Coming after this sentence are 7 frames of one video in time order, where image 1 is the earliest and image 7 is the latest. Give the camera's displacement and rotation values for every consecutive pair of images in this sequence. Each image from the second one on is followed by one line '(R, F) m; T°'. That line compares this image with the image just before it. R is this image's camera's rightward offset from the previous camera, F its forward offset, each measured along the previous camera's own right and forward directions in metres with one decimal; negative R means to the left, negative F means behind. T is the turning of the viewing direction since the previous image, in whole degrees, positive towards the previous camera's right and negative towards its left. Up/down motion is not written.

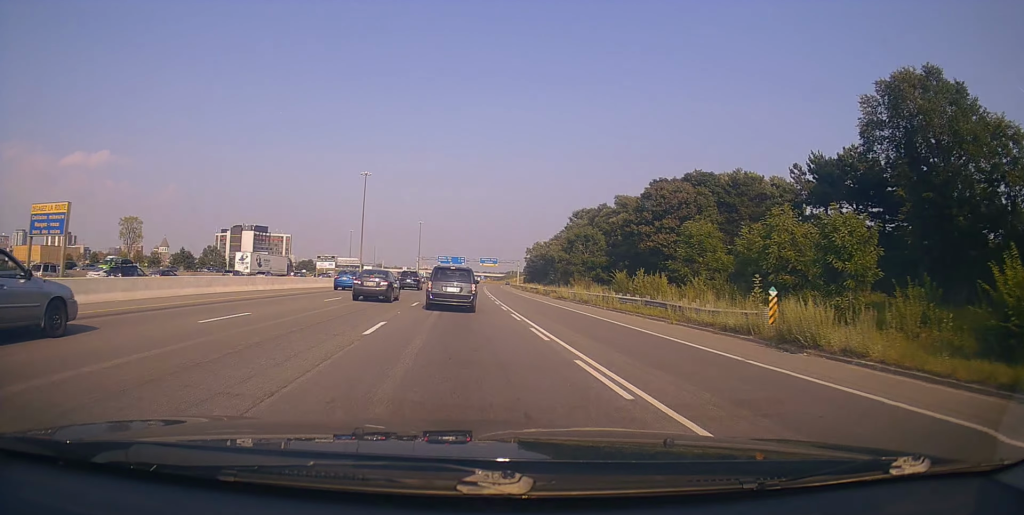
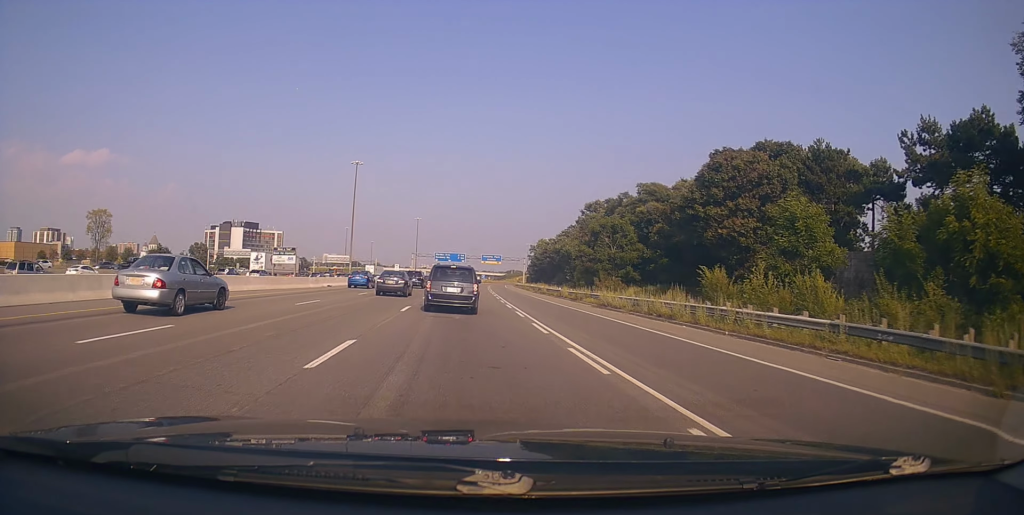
(-0.1, +17.4) m; +1°
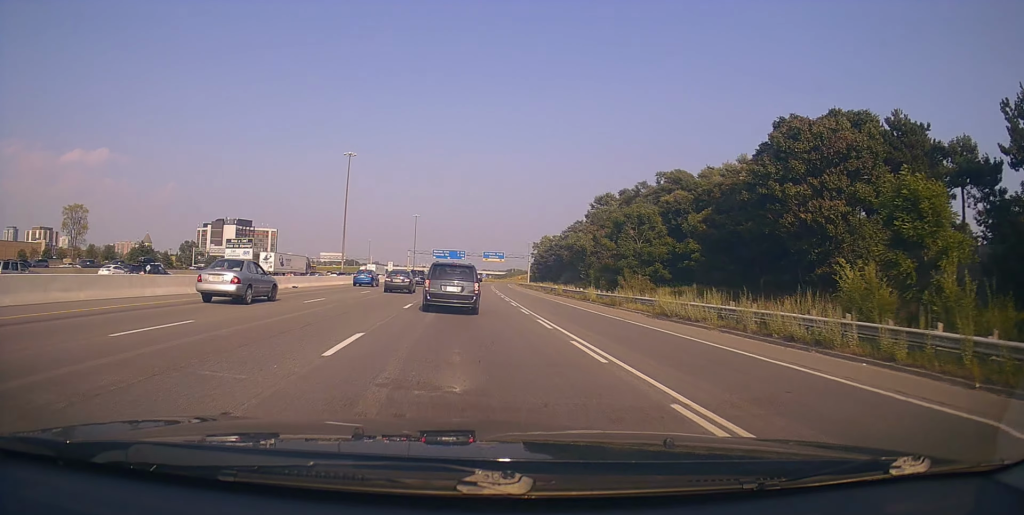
(+0.1, +11.9) m; +1°
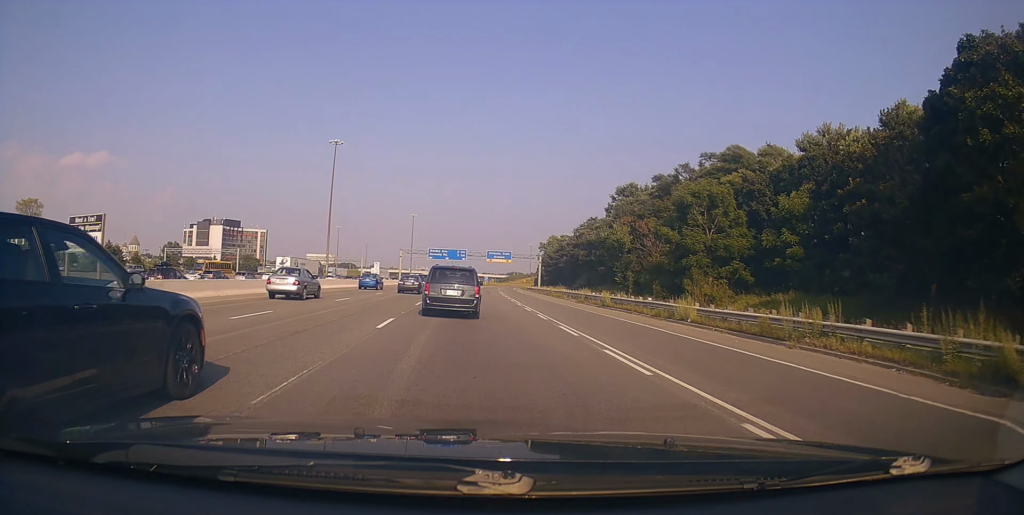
(-0.2, +20.4) m; -3°
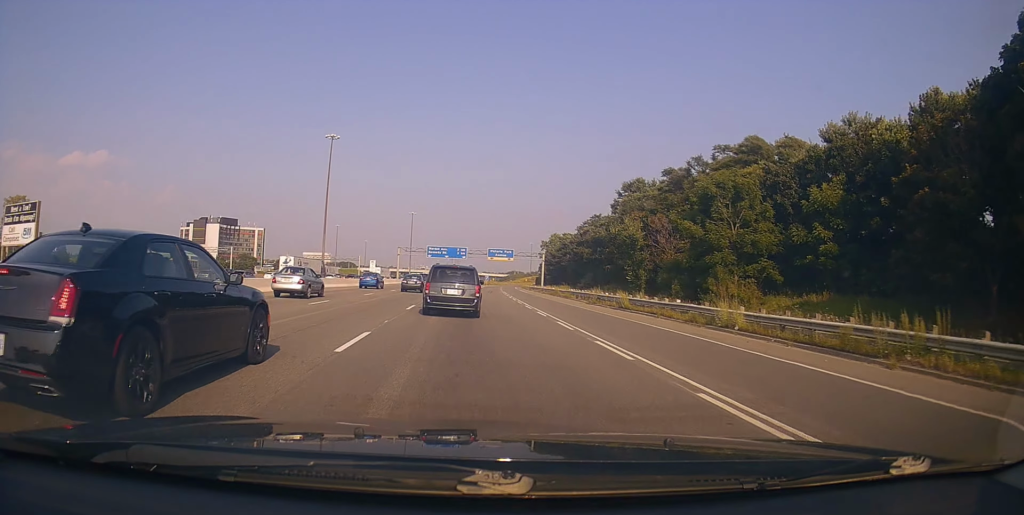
(0.0, +4.6) m; 0°
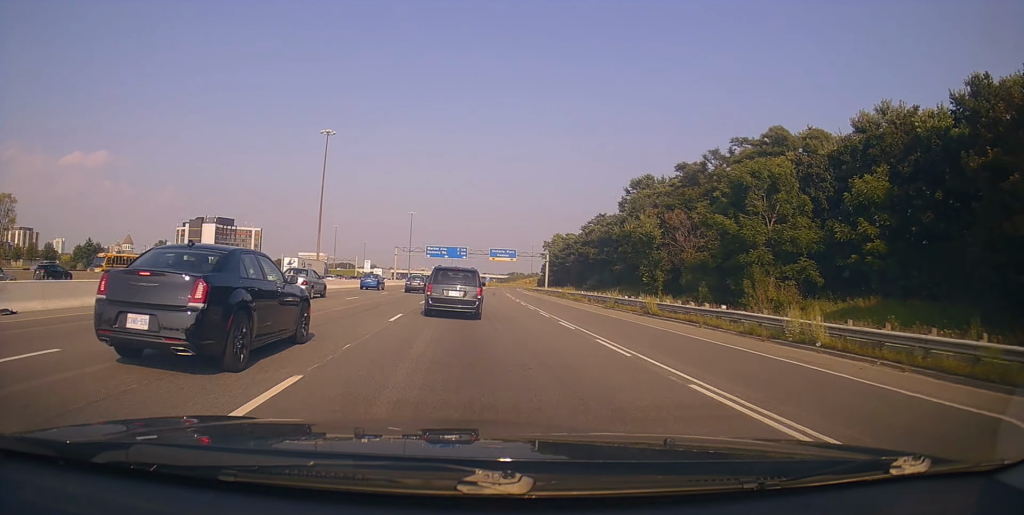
(0.0, +5.3) m; 0°
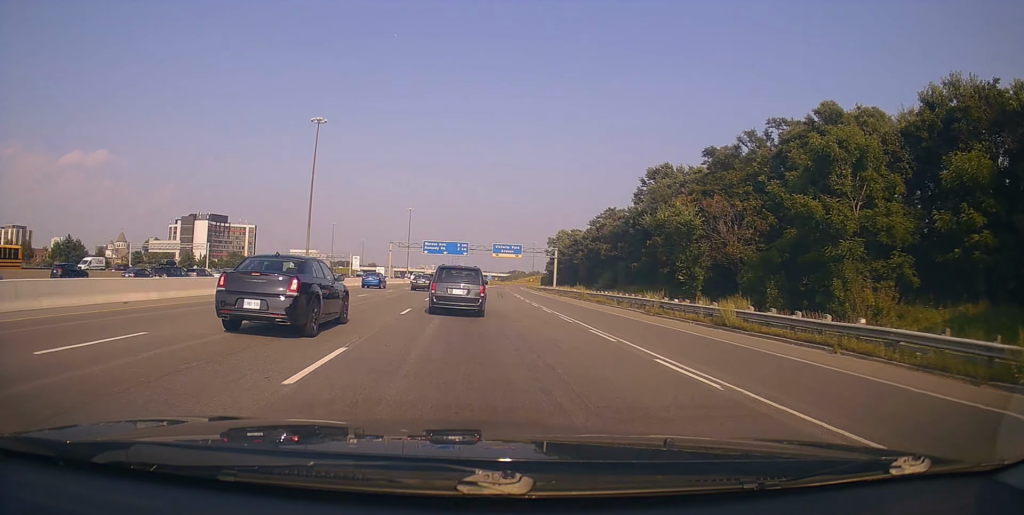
(0.0, +9.7) m; 0°
